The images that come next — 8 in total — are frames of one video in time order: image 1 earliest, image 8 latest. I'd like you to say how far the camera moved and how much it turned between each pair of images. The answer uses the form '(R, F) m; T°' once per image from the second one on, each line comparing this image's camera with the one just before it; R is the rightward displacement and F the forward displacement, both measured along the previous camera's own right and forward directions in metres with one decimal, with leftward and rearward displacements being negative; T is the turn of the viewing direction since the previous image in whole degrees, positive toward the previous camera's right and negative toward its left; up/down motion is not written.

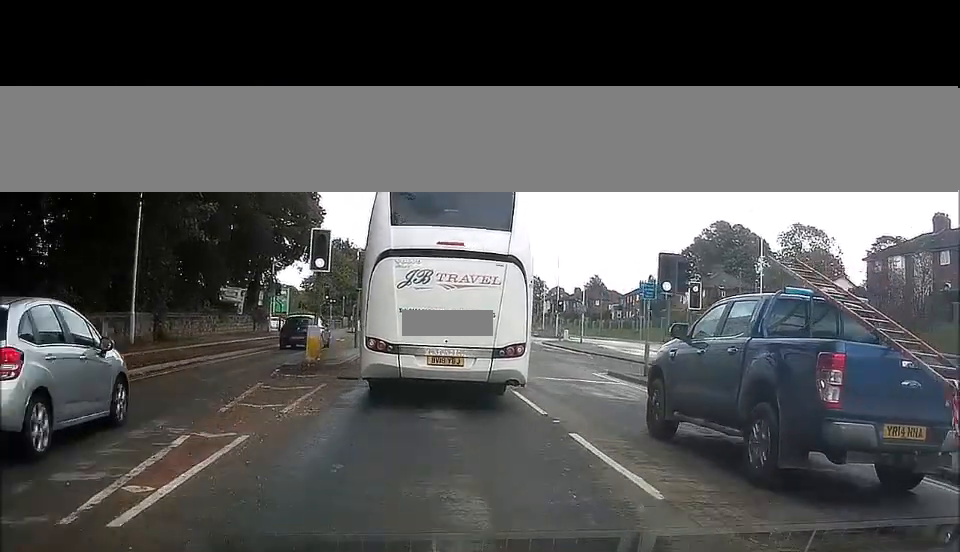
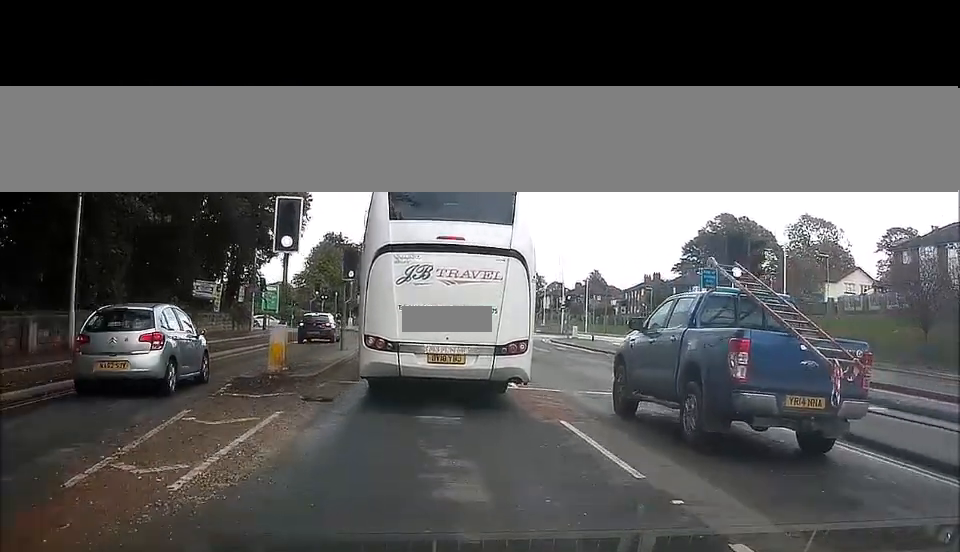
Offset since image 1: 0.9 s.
(+0.1, +2.9) m; +6°
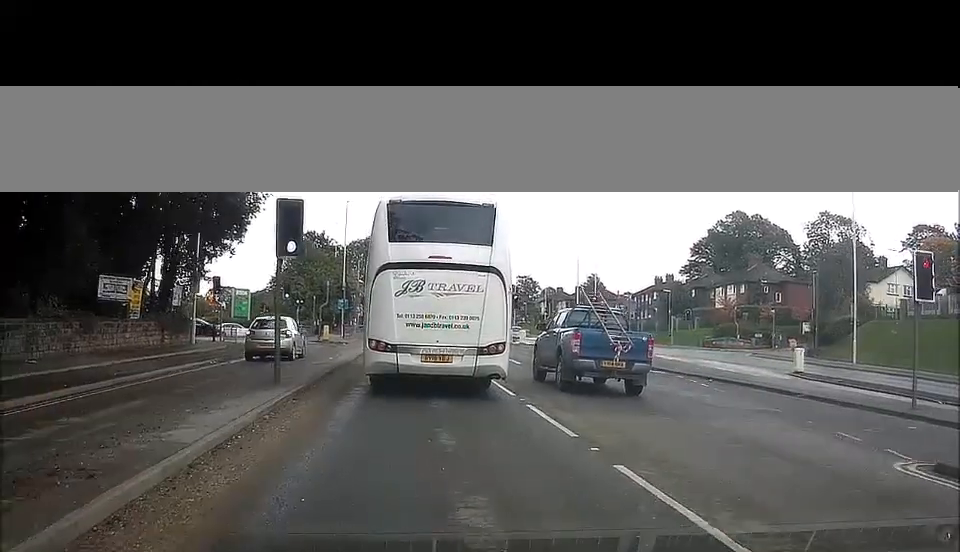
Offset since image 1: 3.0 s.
(+0.2, +9.1) m; +2°
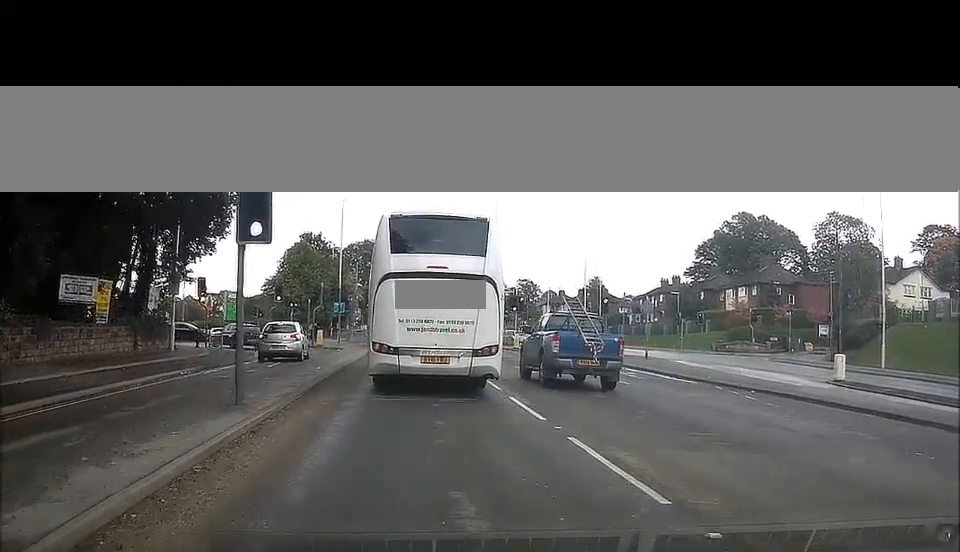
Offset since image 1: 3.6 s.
(+0.1, +4.1) m; +1°
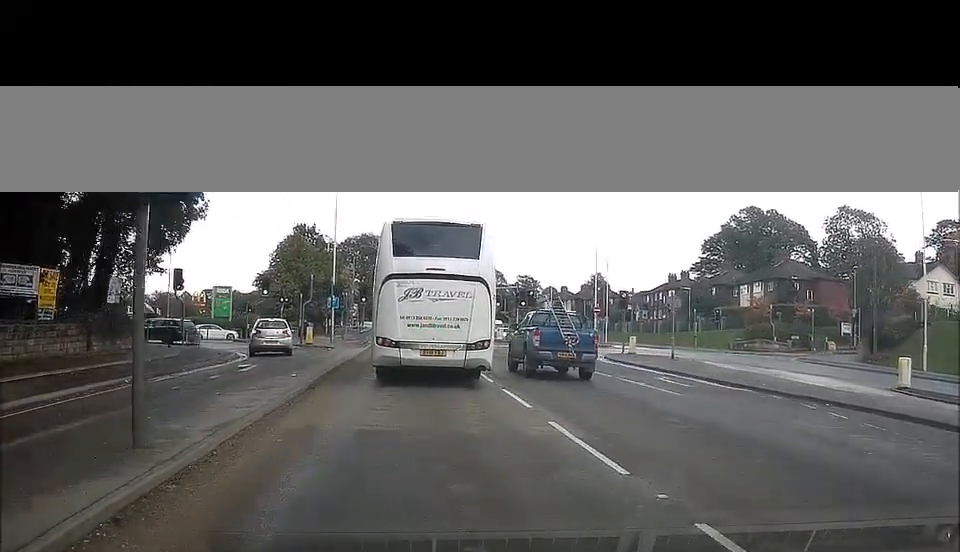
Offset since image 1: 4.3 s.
(0.0, +5.0) m; +1°
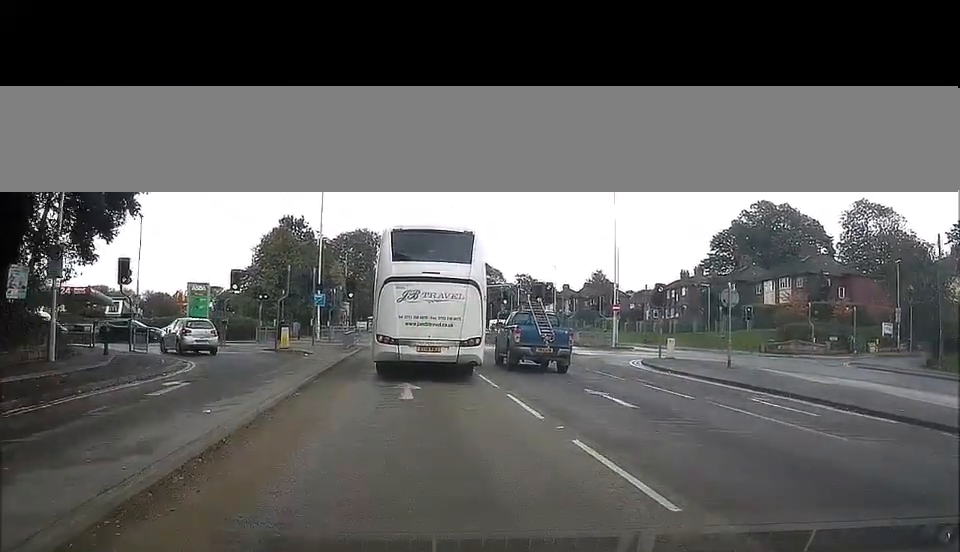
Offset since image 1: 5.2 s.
(0.0, +7.5) m; 0°
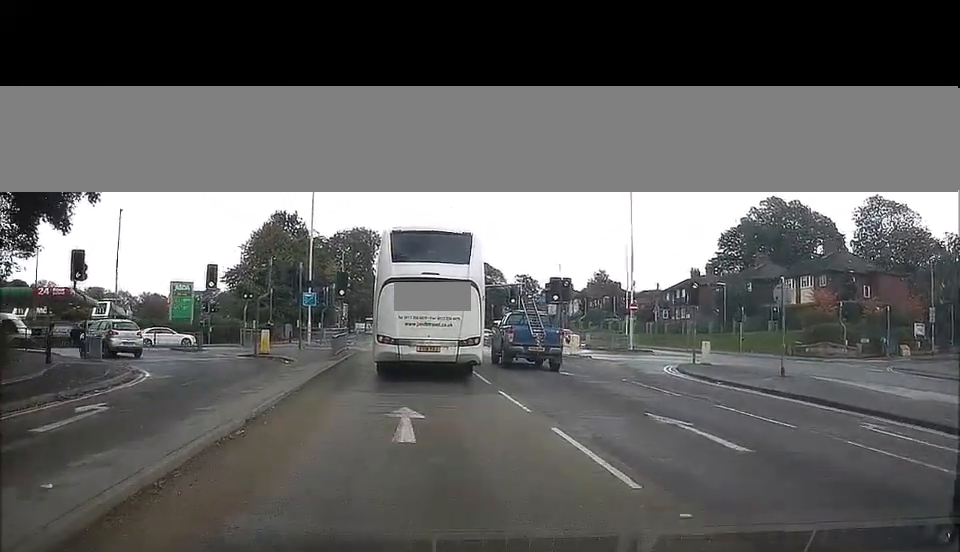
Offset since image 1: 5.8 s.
(0.0, +4.6) m; 0°
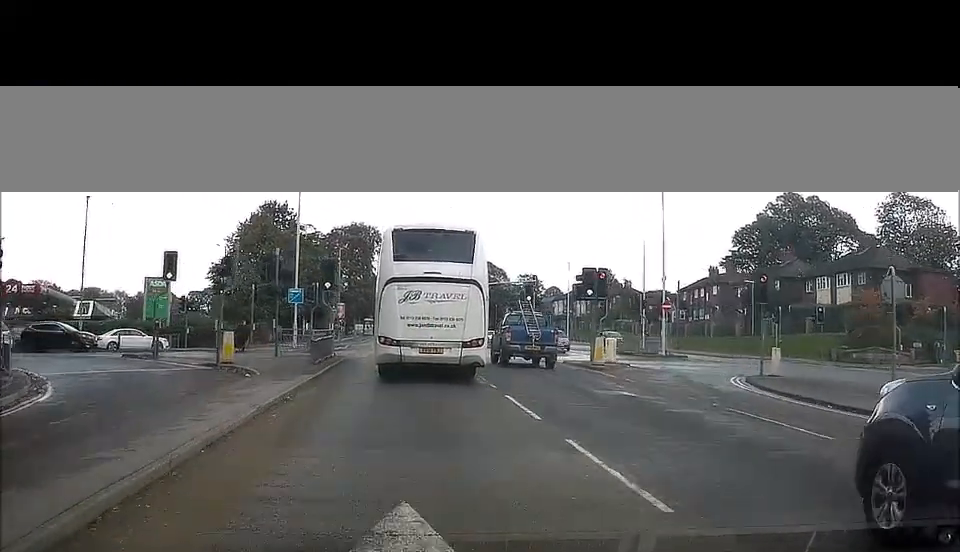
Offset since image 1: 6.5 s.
(-0.1, +6.5) m; -1°
